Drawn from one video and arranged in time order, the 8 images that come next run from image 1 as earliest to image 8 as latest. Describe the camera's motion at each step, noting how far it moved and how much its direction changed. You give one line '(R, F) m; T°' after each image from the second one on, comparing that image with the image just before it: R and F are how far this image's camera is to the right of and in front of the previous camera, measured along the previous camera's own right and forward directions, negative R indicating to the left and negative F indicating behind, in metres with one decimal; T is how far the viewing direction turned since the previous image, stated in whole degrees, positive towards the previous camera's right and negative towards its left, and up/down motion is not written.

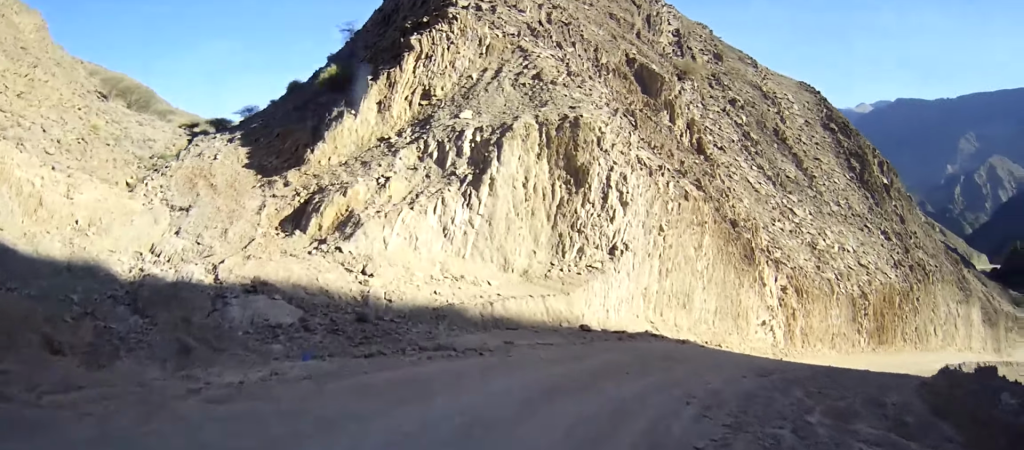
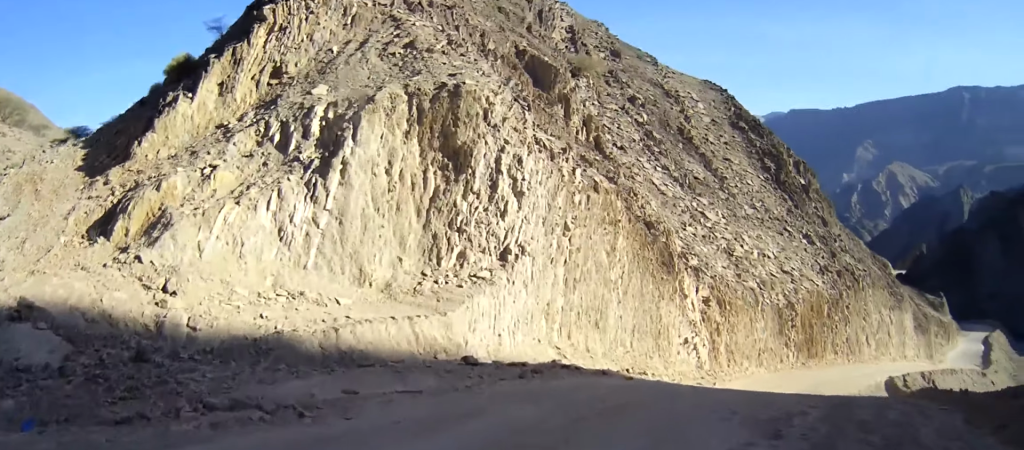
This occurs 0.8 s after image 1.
(+0.5, +6.1) m; +9°
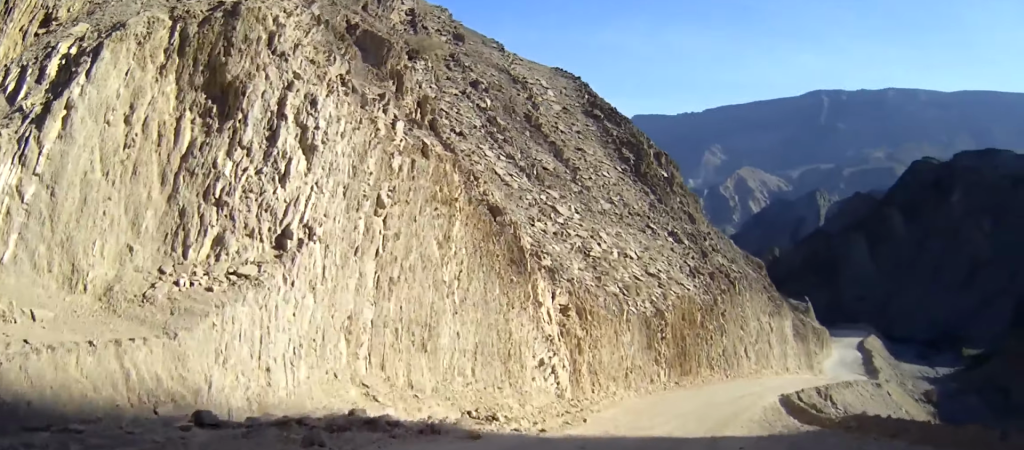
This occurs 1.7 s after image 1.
(+0.7, +6.6) m; +10°
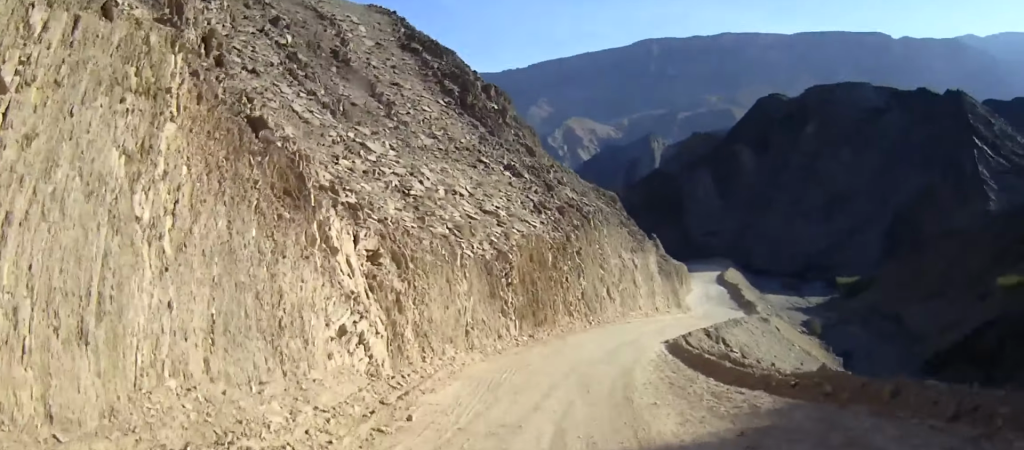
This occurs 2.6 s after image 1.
(+0.6, +7.0) m; +7°
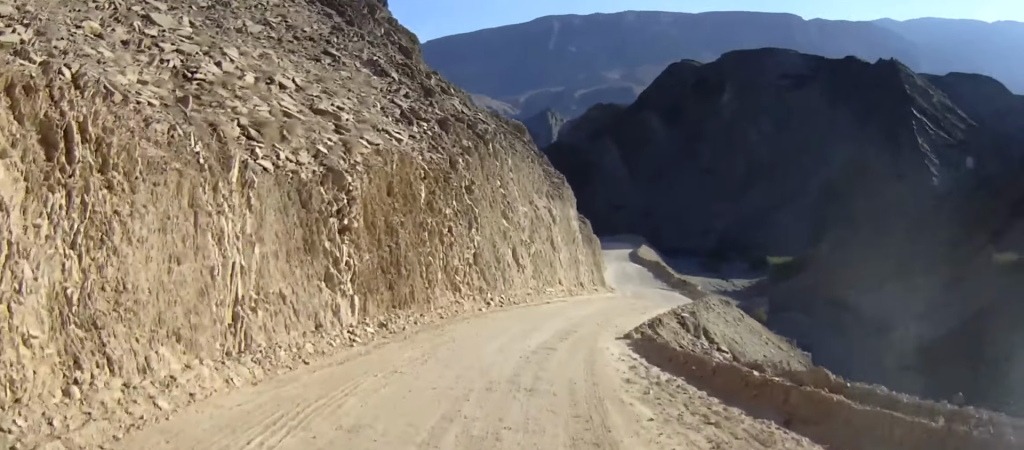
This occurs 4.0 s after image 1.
(+0.8, +12.1) m; +9°
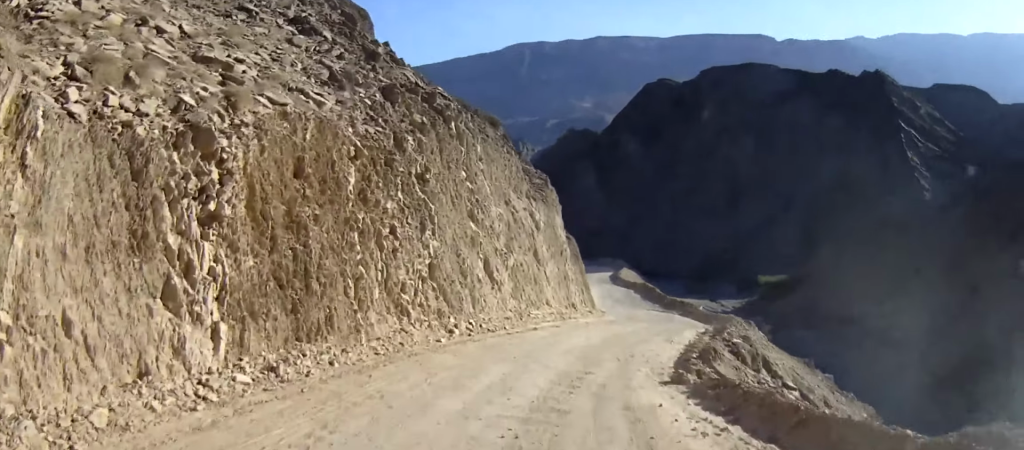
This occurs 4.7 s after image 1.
(+0.4, +6.6) m; +5°
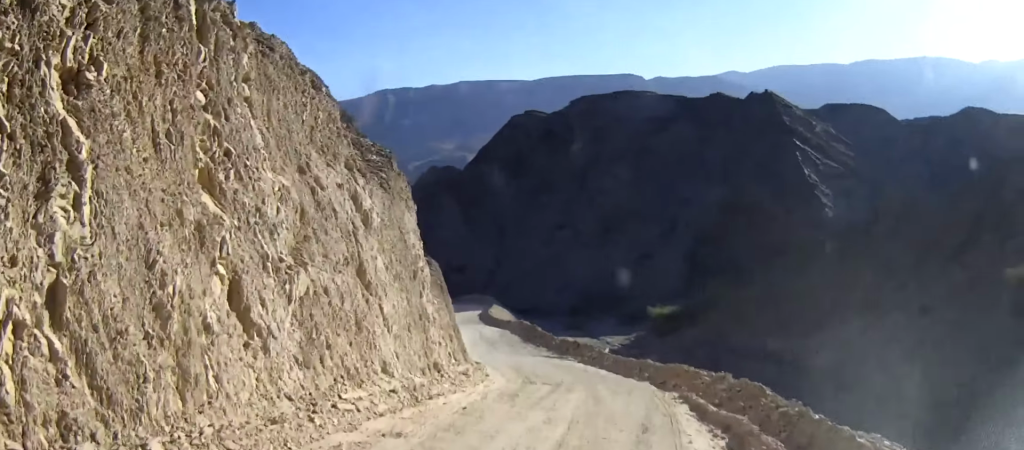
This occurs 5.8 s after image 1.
(+0.9, +11.2) m; +12°
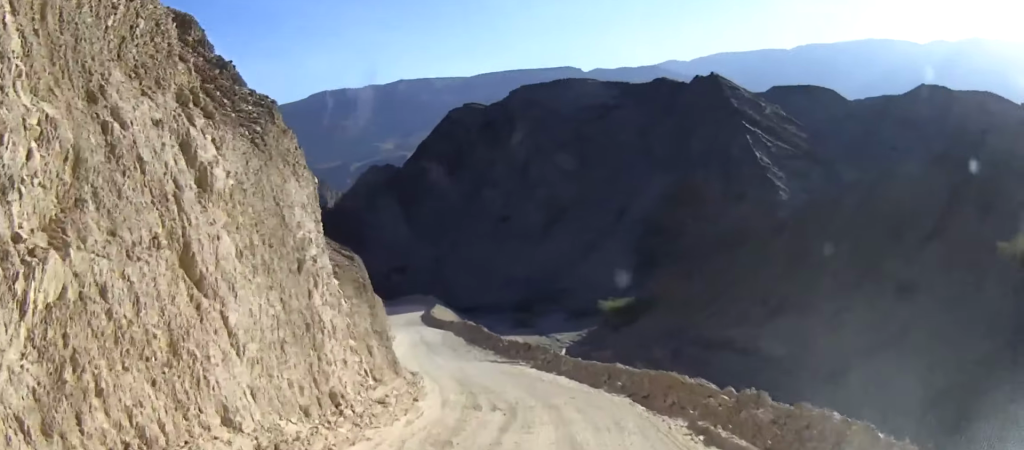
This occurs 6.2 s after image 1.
(+0.2, +4.8) m; +5°
